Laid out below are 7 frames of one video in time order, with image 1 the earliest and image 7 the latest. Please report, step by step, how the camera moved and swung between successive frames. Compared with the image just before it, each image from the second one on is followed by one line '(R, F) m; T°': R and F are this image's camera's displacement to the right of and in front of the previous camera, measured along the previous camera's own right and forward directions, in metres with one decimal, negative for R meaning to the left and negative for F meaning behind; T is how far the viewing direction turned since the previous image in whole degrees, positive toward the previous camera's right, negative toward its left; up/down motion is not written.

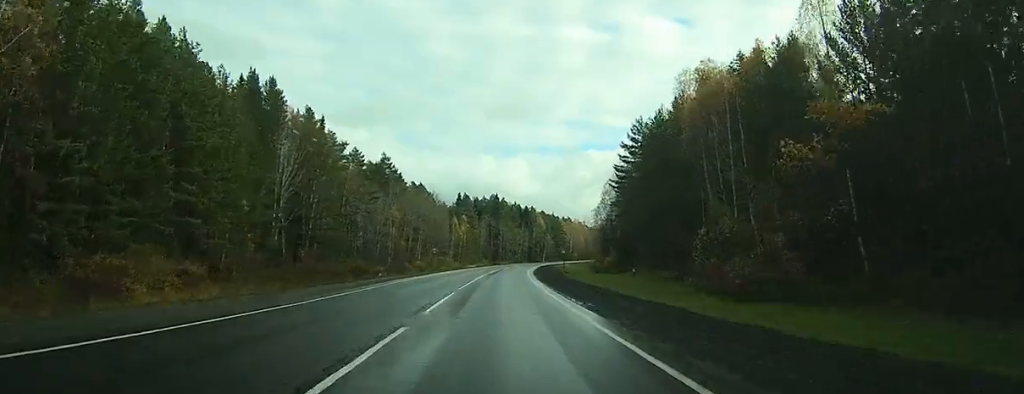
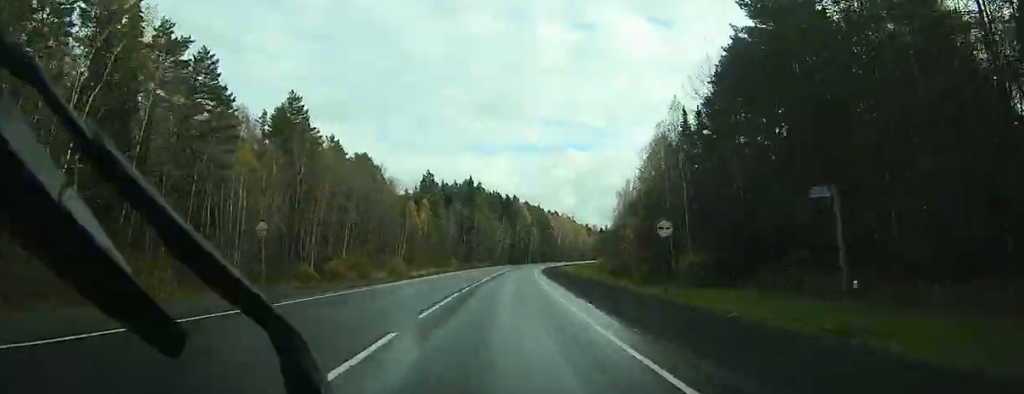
(+1.6, +56.3) m; +3°
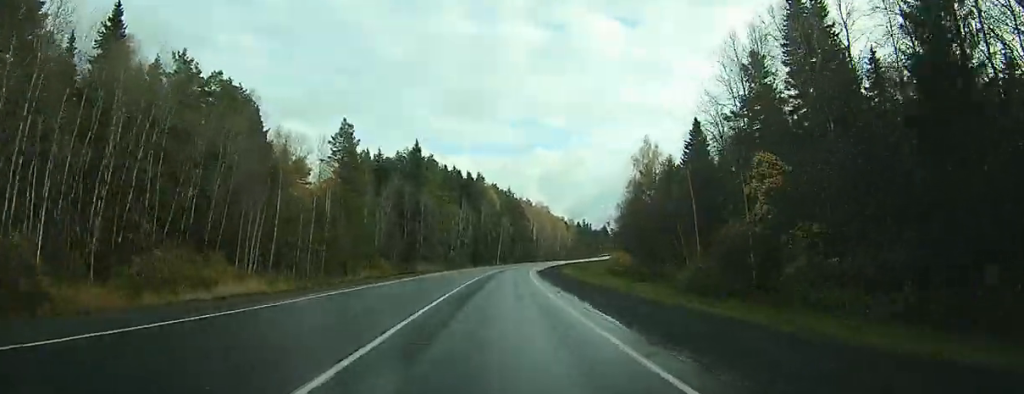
(+2.1, +54.0) m; +5°
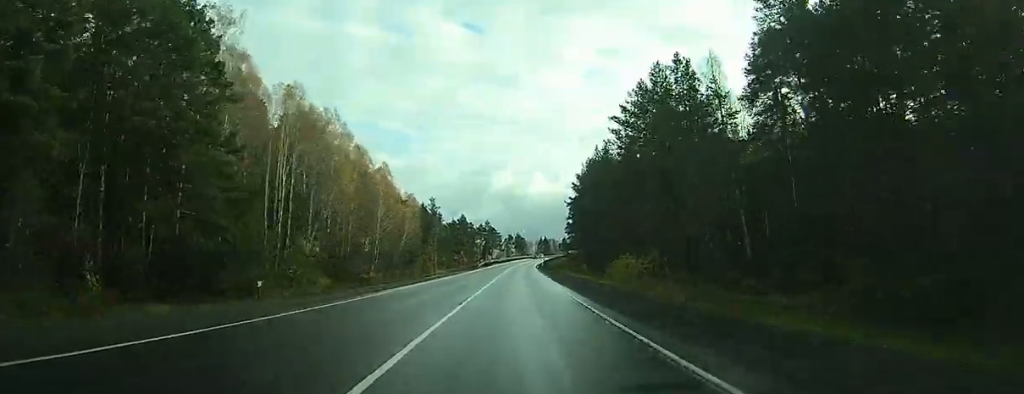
(+17.7, +155.3) m; +14°
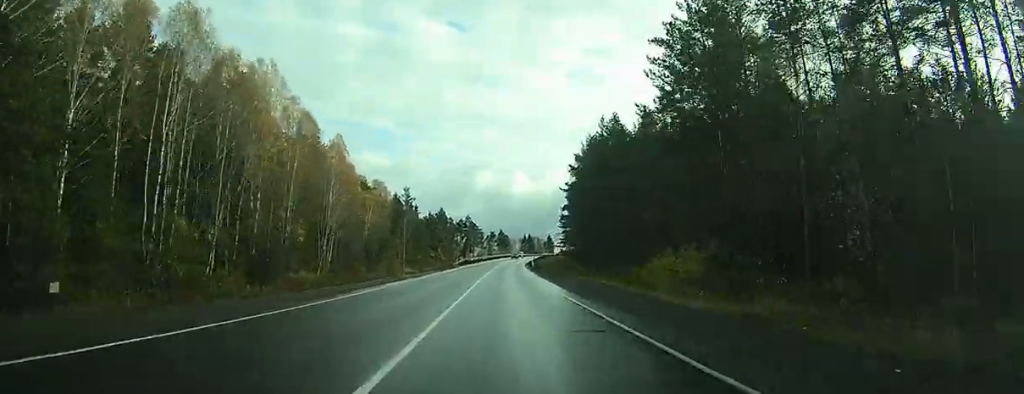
(+0.5, +20.4) m; +2°
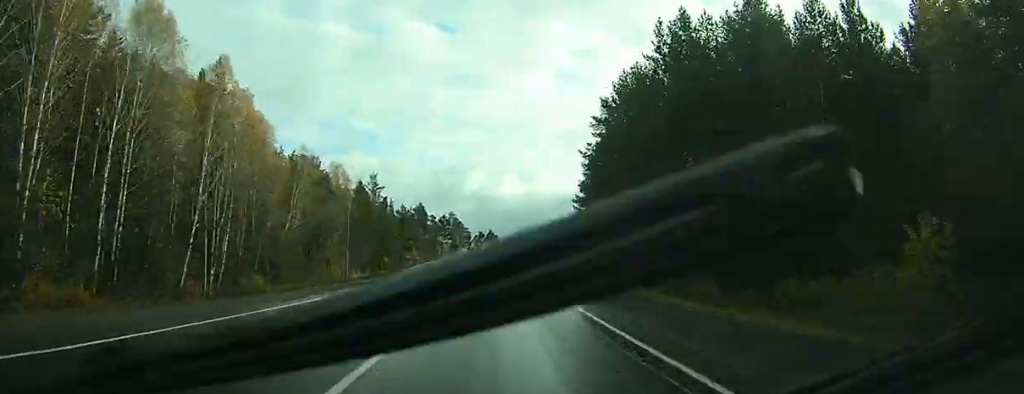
(+0.7, +32.4) m; +1°
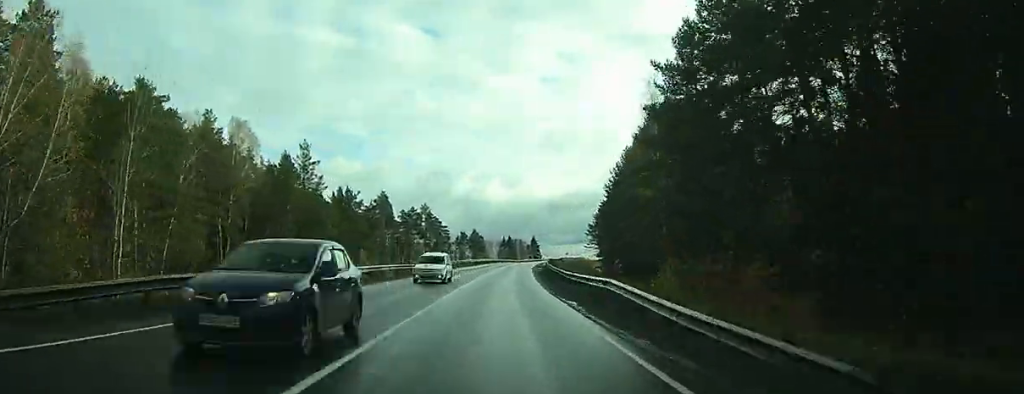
(+0.6, +41.7) m; +1°
